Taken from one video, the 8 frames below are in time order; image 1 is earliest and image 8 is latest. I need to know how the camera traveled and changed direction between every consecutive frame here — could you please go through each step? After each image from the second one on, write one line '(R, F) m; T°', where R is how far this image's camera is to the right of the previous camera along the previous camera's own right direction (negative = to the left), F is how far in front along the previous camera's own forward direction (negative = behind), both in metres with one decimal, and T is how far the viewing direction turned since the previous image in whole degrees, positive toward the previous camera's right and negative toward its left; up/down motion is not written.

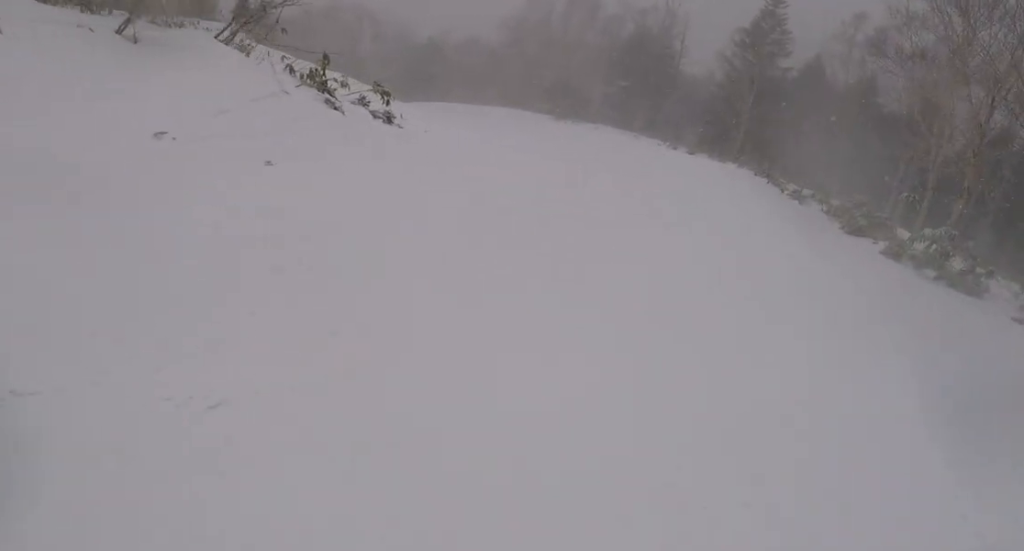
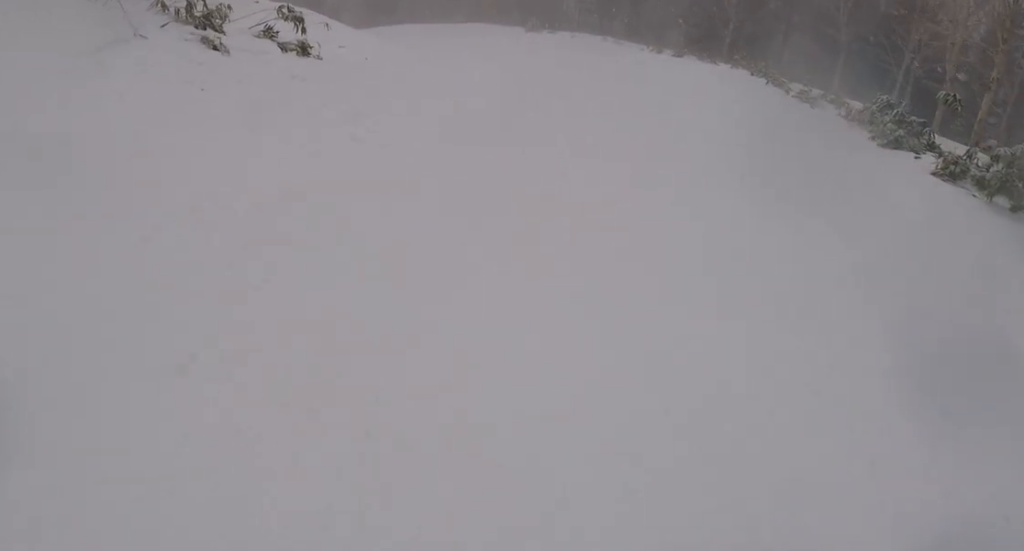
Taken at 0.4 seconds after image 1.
(0.0, +2.7) m; -6°
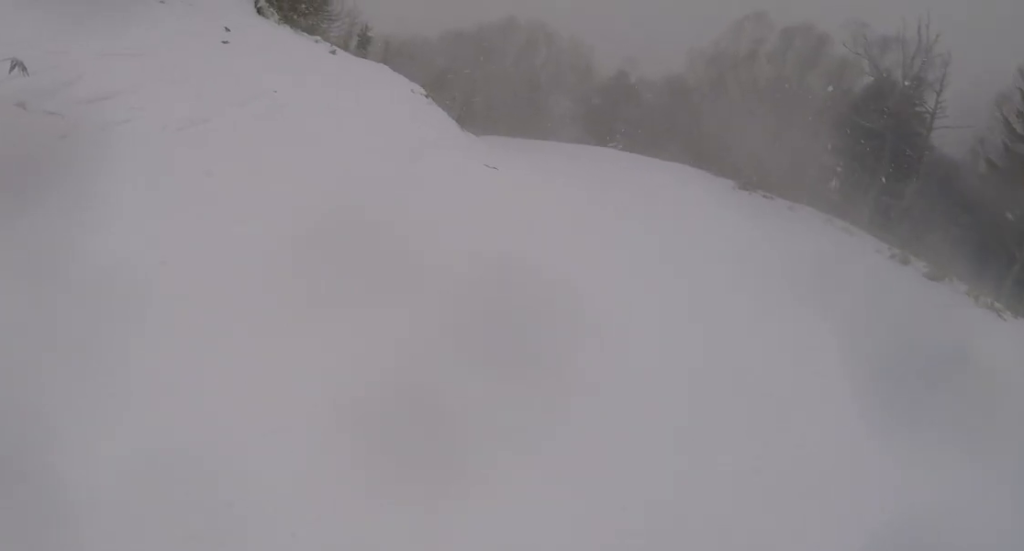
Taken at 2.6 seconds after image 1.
(-0.2, +14.0) m; -7°
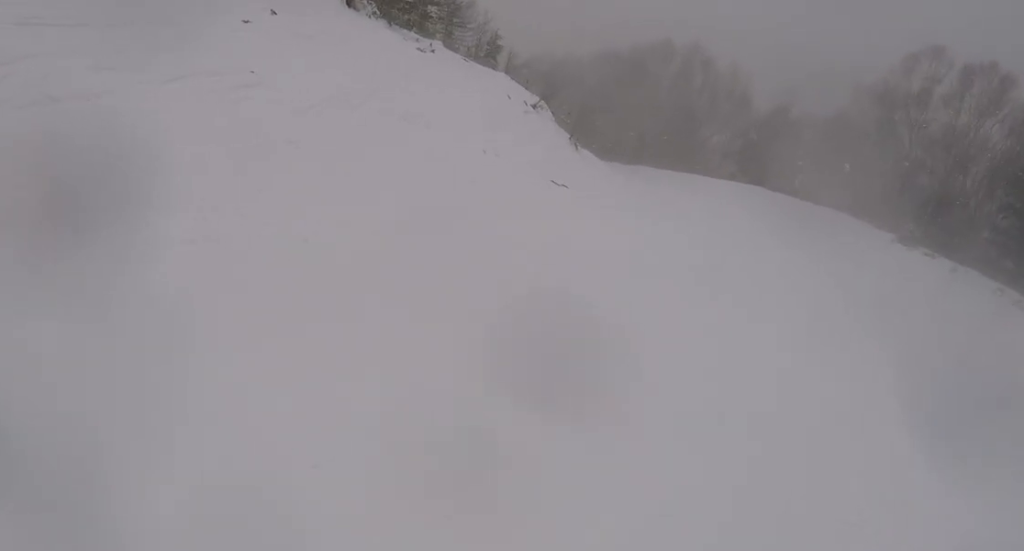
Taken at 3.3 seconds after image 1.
(-0.8, +4.8) m; -17°
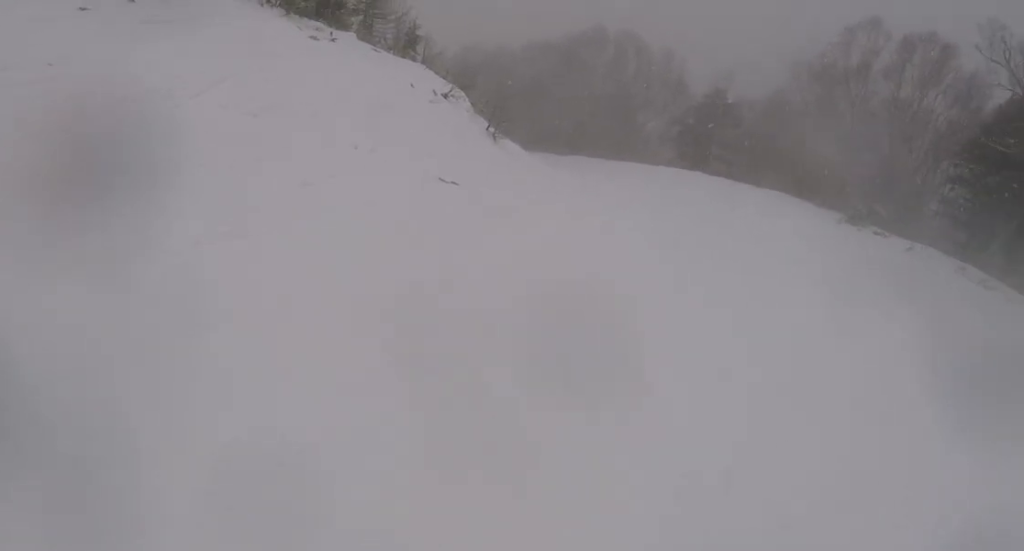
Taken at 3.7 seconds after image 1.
(-0.4, +3.0) m; -1°
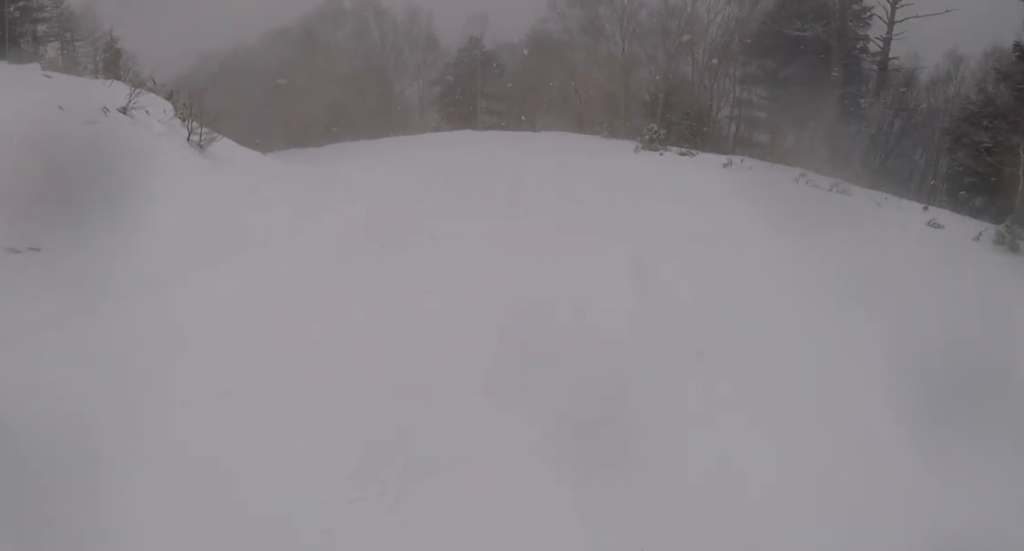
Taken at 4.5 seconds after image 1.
(-0.4, +5.2) m; 0°
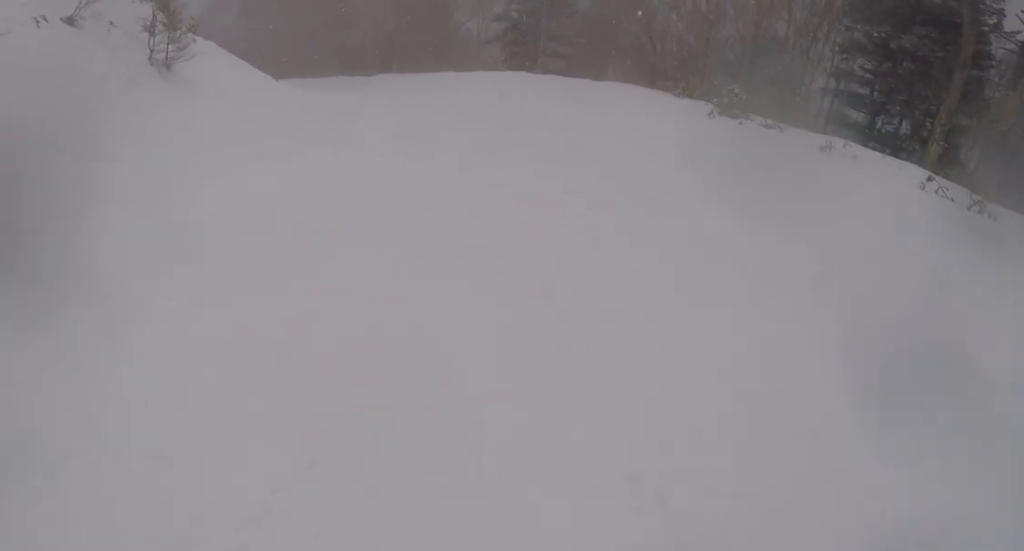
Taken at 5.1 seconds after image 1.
(+0.6, +4.4) m; -2°
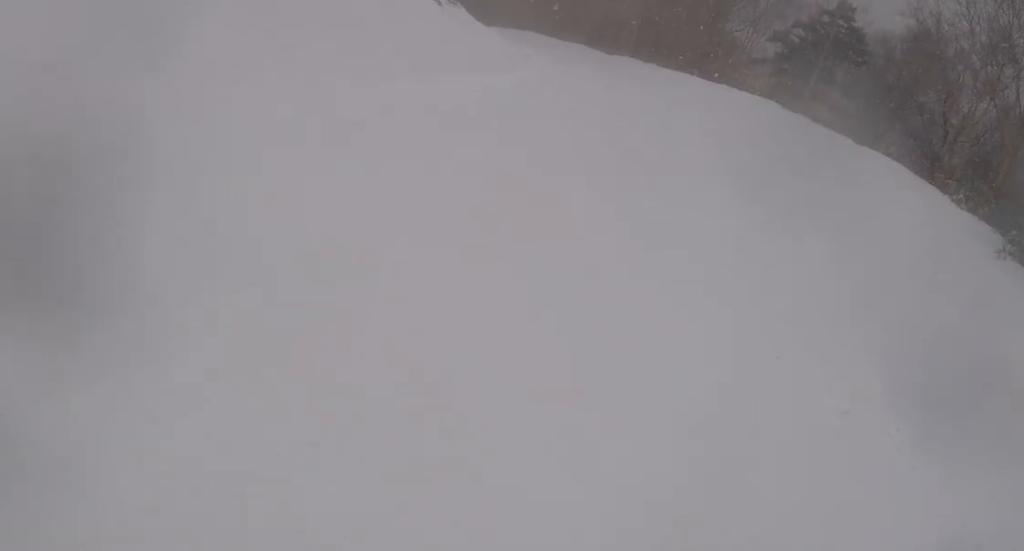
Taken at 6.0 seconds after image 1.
(-0.7, +6.8) m; -11°
